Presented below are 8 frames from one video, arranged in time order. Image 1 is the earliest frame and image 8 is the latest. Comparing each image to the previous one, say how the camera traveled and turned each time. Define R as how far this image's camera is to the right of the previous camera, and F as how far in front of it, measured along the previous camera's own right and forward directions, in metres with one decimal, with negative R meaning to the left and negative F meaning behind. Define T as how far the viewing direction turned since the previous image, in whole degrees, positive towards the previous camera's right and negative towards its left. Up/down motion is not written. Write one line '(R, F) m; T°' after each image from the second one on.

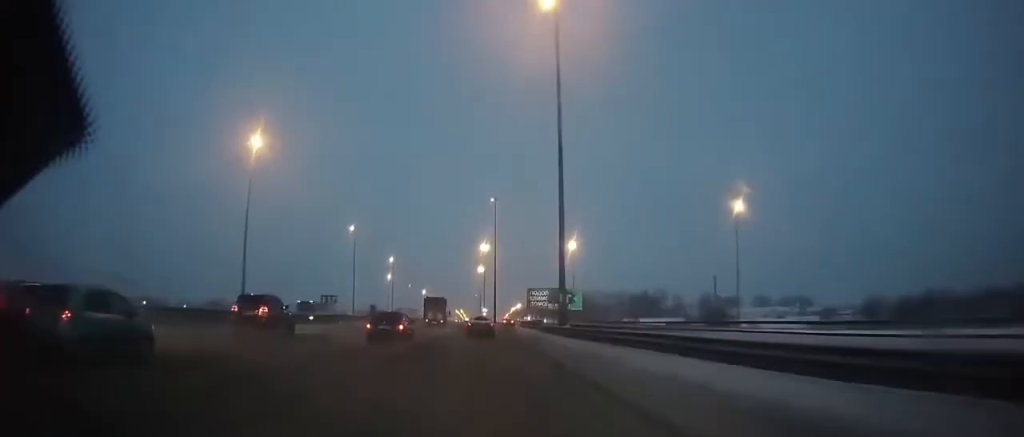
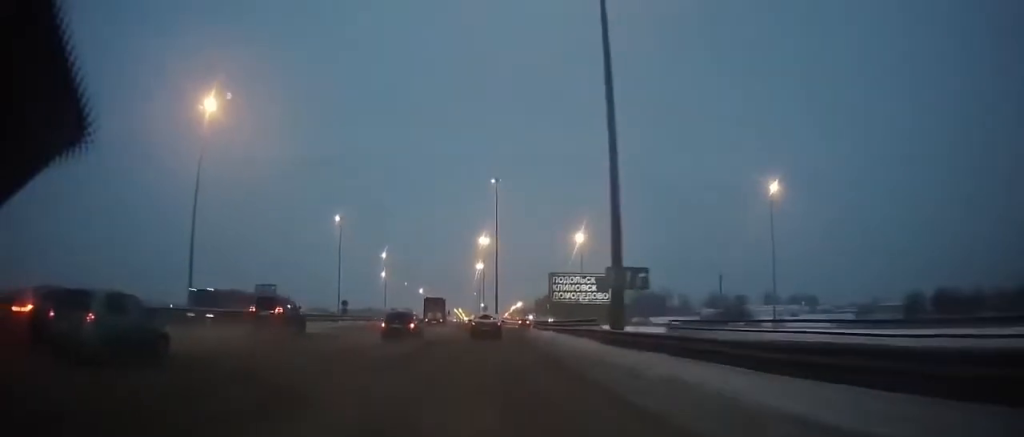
(0.0, +19.1) m; 0°
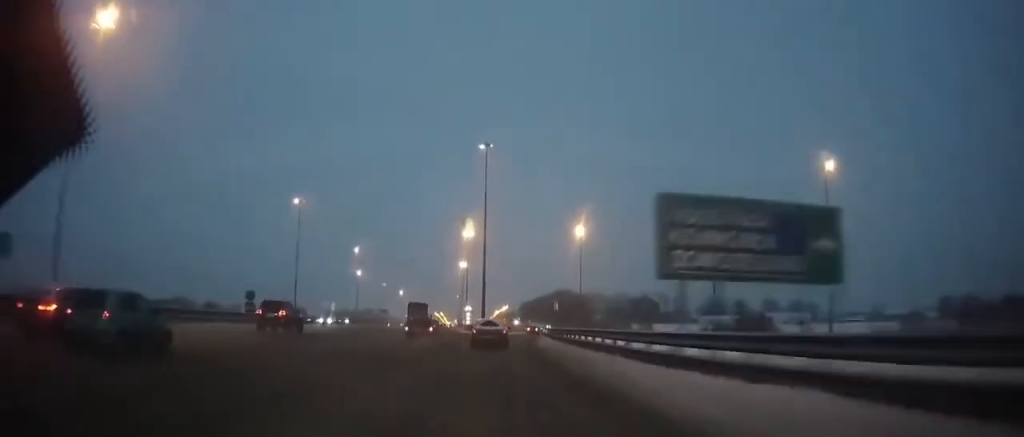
(+0.2, +29.3) m; +2°
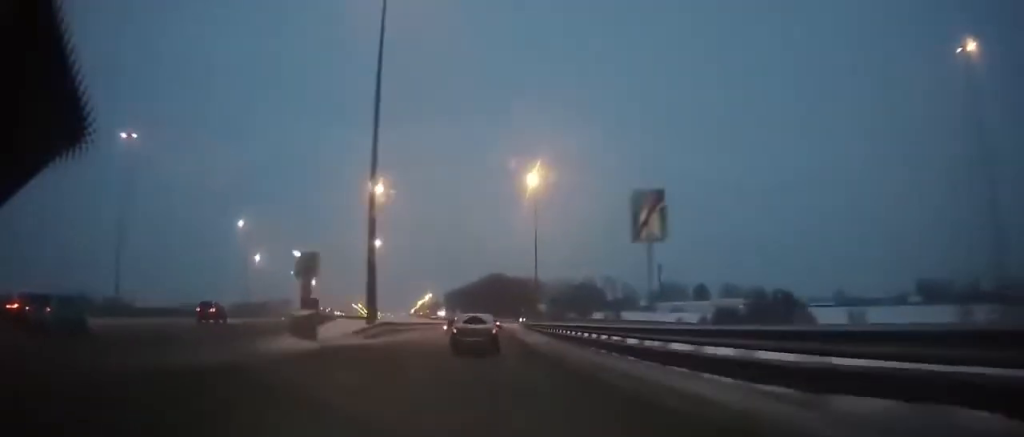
(+2.7, +57.3) m; +6°
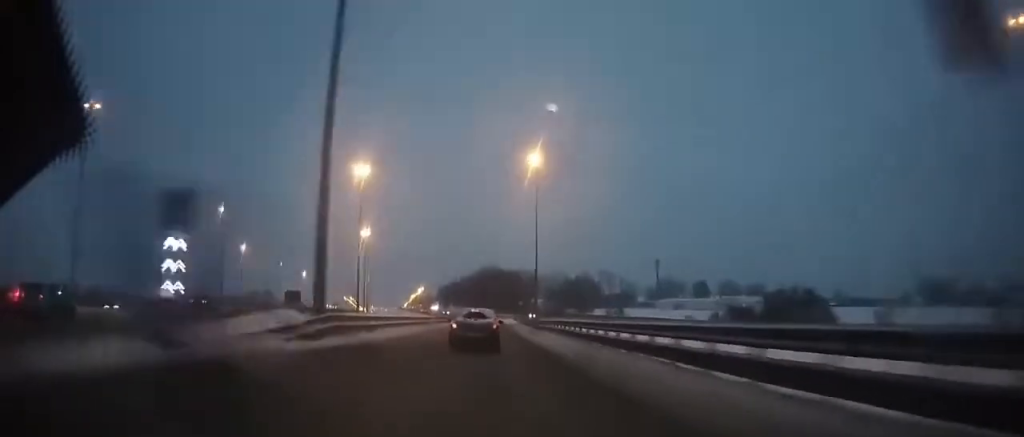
(+0.1, +12.5) m; +1°
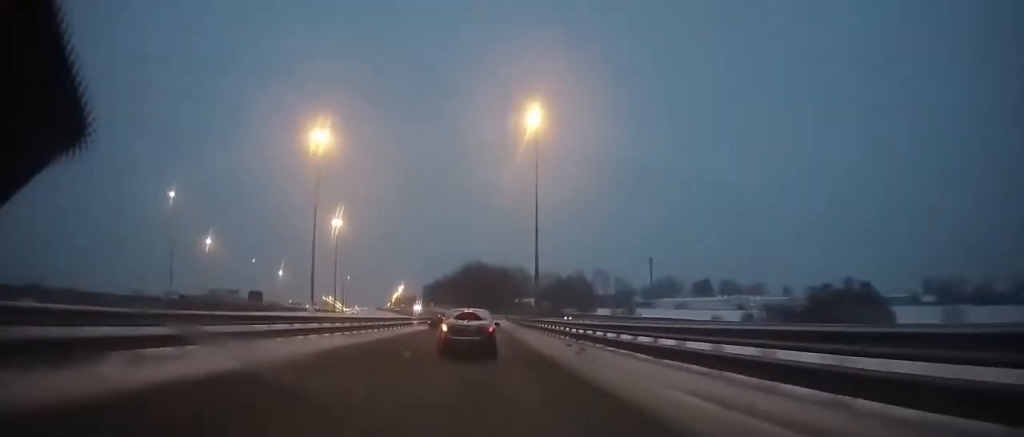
(+0.5, +25.3) m; +2°
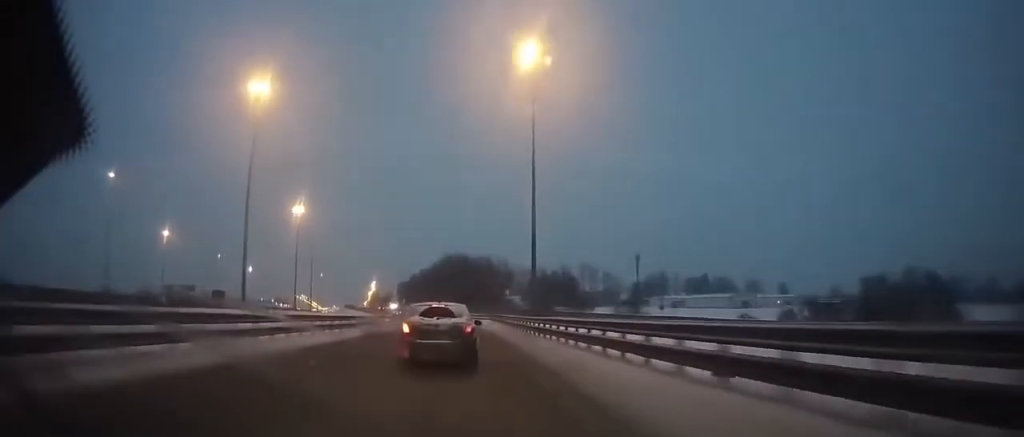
(+0.2, +21.6) m; +1°
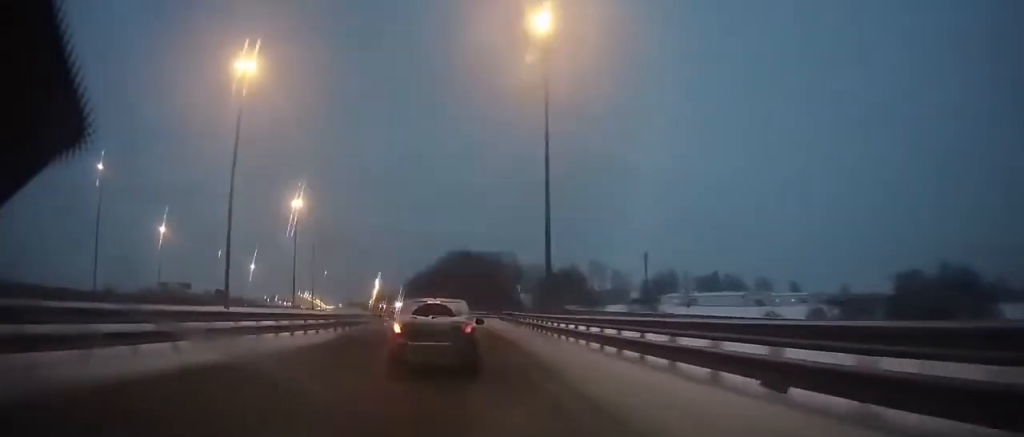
(+0.1, +7.3) m; 0°
